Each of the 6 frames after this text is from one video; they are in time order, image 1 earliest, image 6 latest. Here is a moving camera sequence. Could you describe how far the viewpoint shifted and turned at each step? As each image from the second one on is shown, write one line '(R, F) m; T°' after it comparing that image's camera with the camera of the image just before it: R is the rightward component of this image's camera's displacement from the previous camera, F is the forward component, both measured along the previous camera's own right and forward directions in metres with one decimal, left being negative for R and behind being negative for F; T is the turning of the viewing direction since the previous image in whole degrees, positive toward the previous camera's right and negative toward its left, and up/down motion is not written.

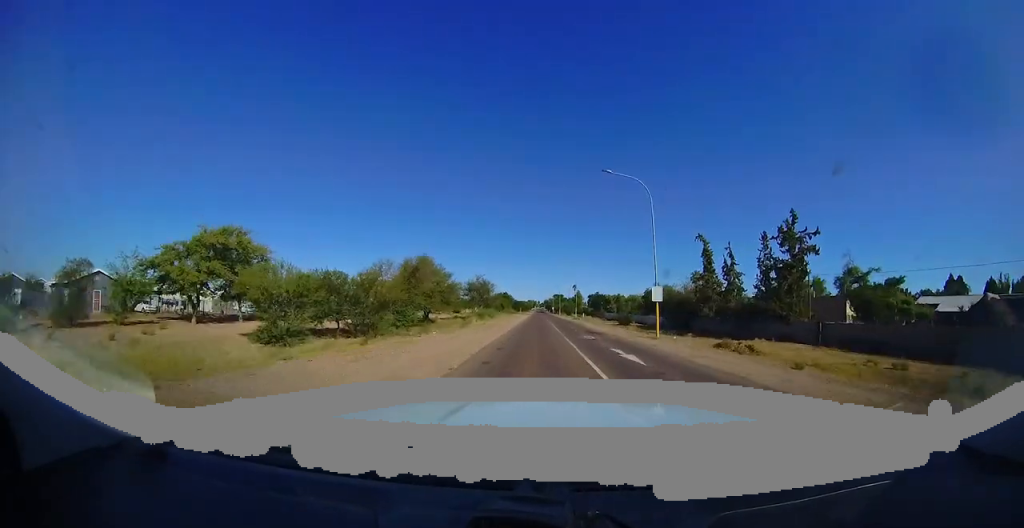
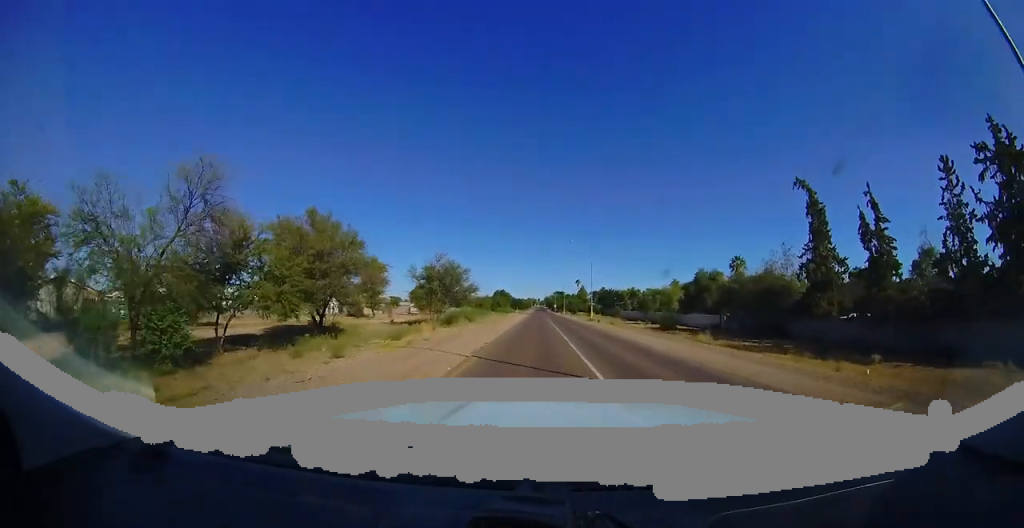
(0.0, +20.2) m; +1°
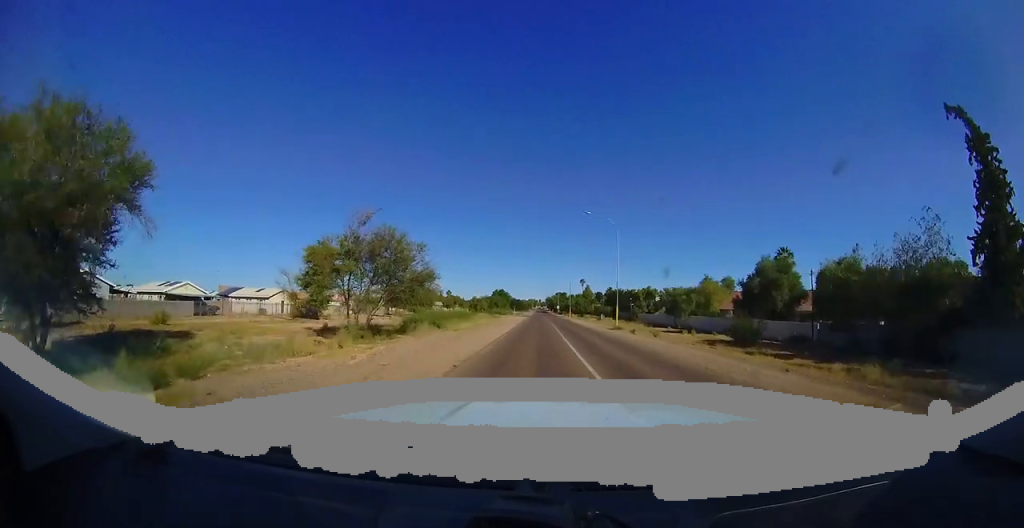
(0.0, +14.7) m; +1°
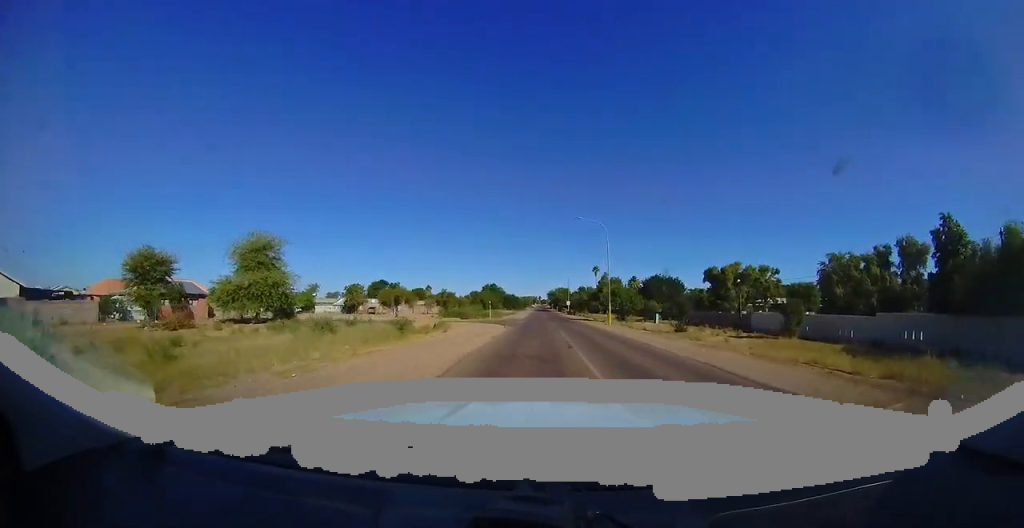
(-0.1, +43.5) m; -1°
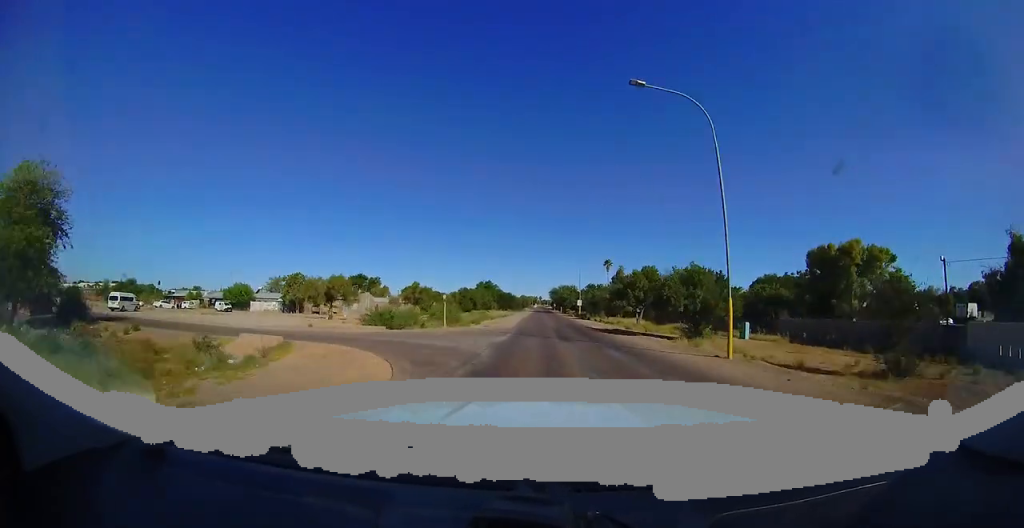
(0.0, +21.7) m; +1°
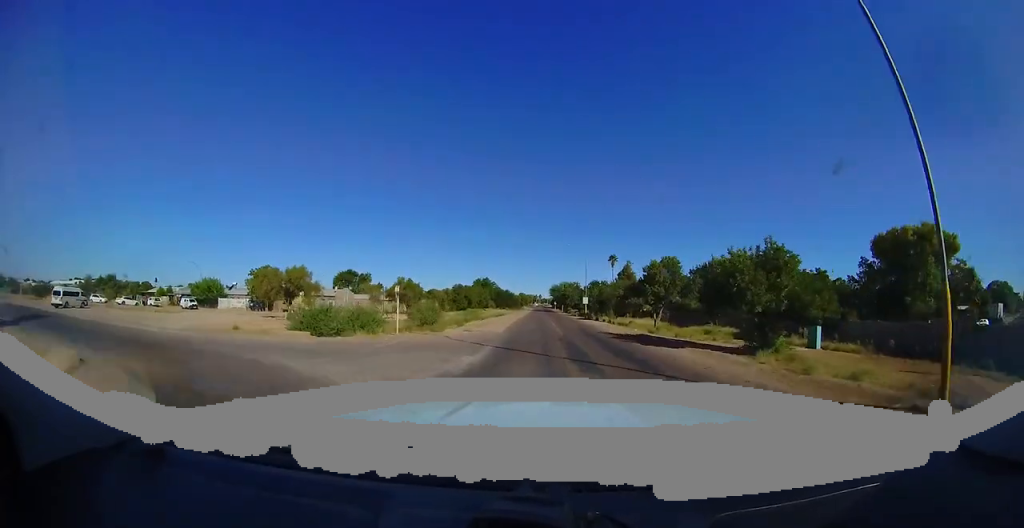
(-0.1, +7.9) m; 0°
